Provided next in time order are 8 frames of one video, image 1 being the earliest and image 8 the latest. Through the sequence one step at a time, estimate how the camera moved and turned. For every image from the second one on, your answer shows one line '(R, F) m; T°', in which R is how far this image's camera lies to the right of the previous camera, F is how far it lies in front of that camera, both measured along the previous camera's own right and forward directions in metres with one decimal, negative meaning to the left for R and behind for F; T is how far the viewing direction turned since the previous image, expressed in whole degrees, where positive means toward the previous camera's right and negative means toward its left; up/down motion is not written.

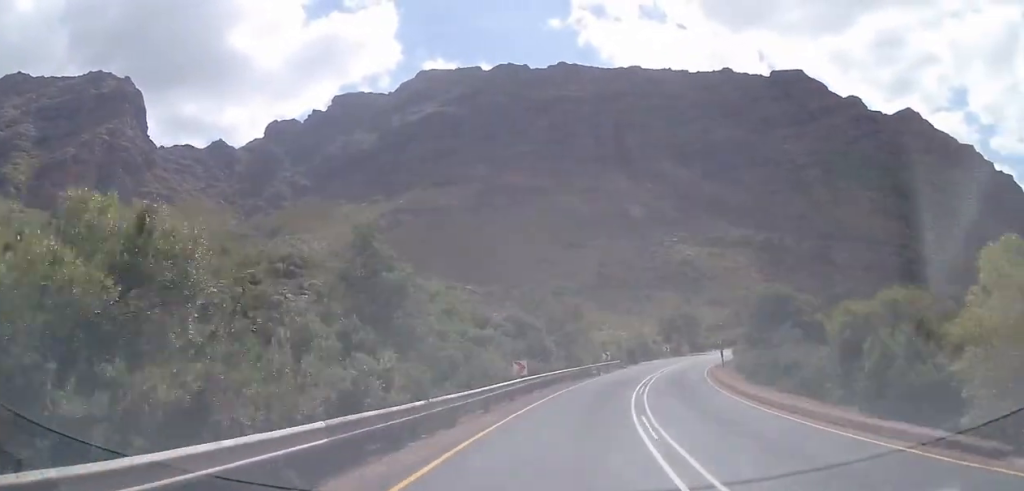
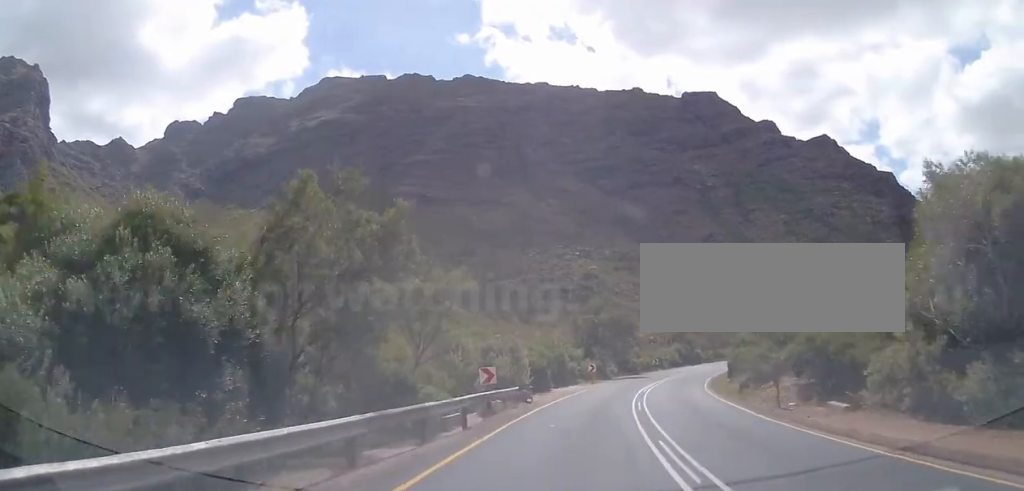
(+2.1, +28.6) m; +10°
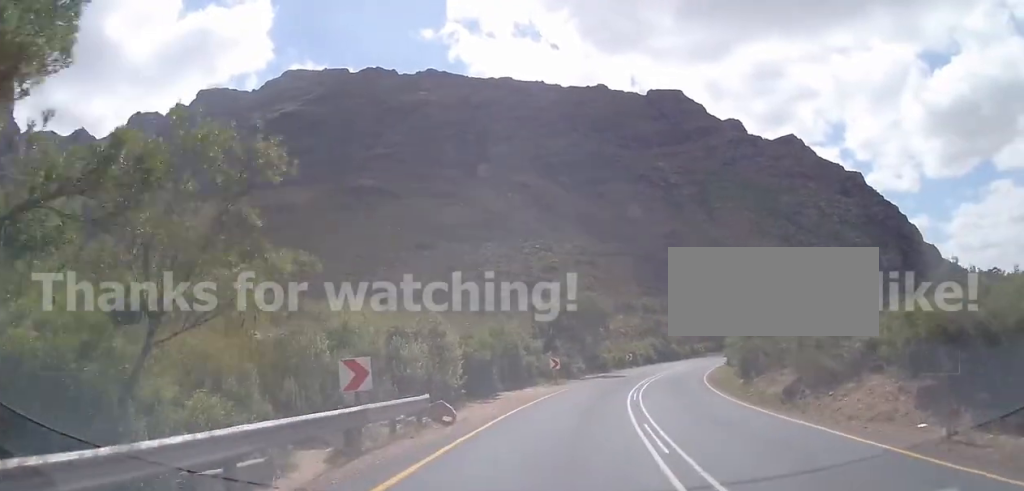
(+0.4, +10.9) m; +4°
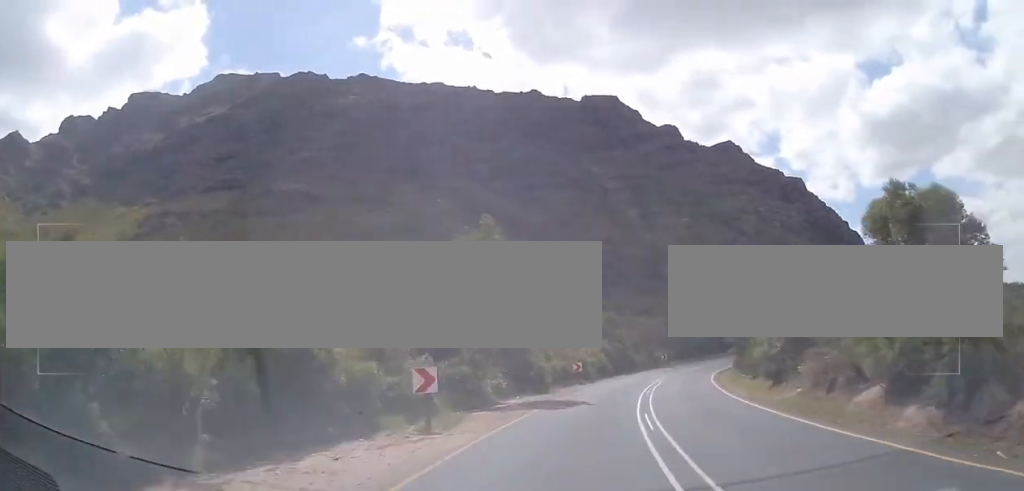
(+1.3, +20.6) m; +7°
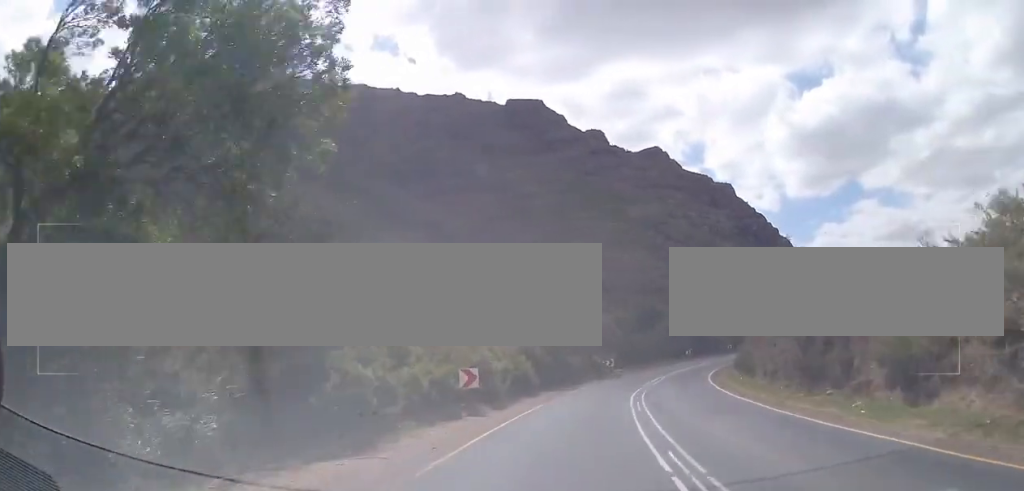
(+1.2, +19.8) m; +7°
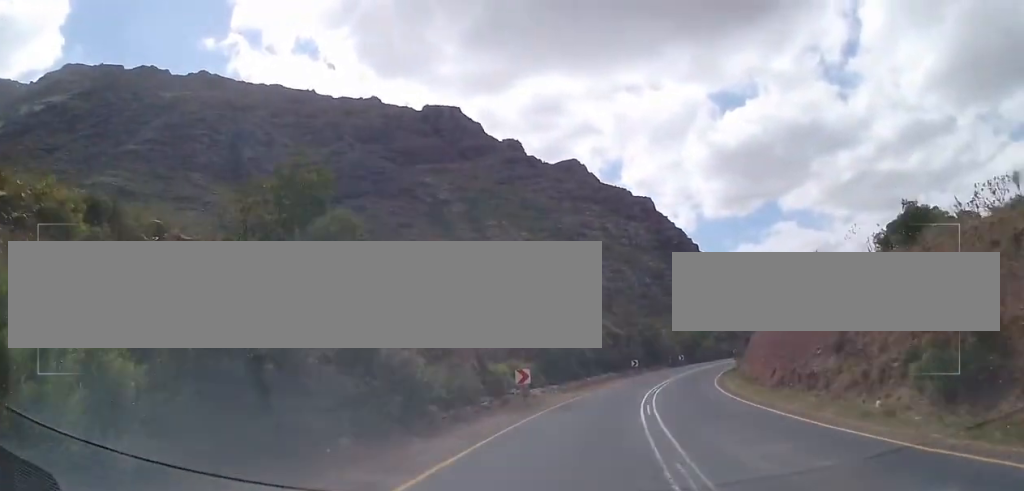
(+1.9, +24.6) m; +11°
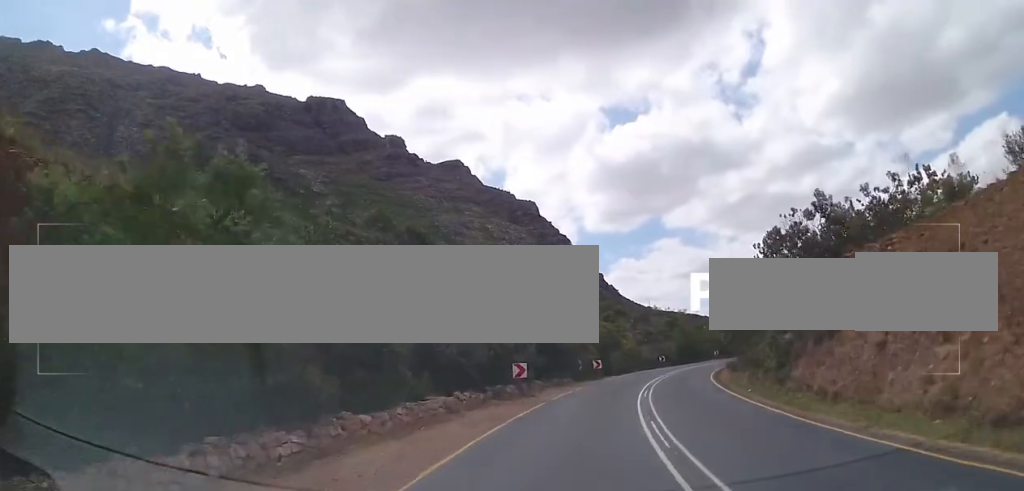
(+4.3, +31.5) m; +13°
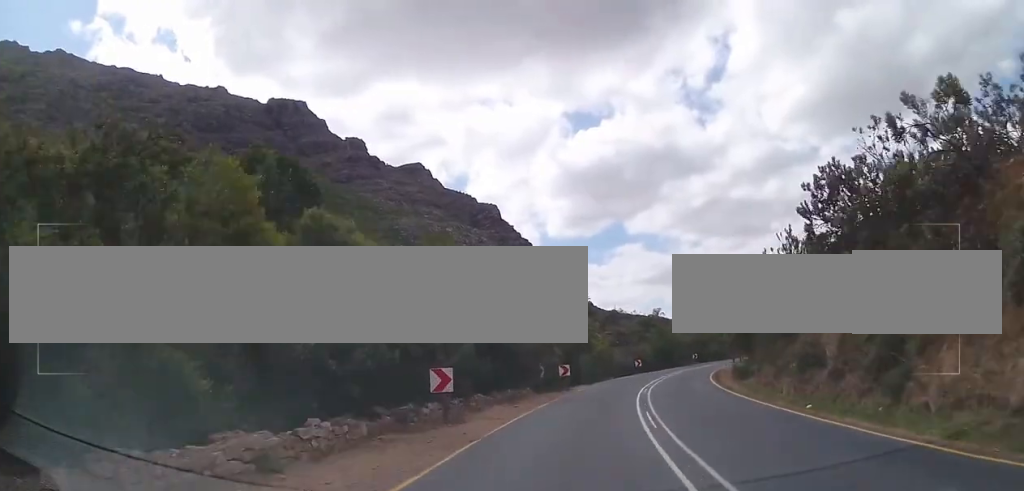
(+0.1, +9.9) m; +3°
